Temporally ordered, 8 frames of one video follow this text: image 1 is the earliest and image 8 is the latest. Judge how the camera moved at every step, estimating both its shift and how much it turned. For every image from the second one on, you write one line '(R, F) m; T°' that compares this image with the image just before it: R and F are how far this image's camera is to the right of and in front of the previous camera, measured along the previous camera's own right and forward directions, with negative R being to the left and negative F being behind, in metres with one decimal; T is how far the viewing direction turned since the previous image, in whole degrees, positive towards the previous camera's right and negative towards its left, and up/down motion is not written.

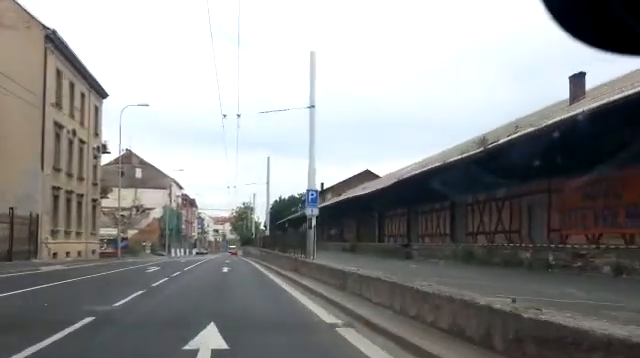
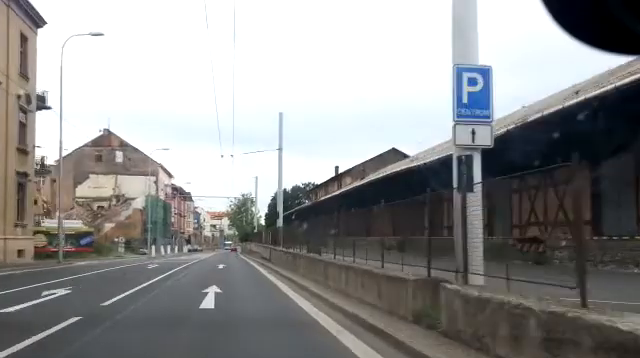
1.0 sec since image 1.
(+0.3, +13.9) m; +1°
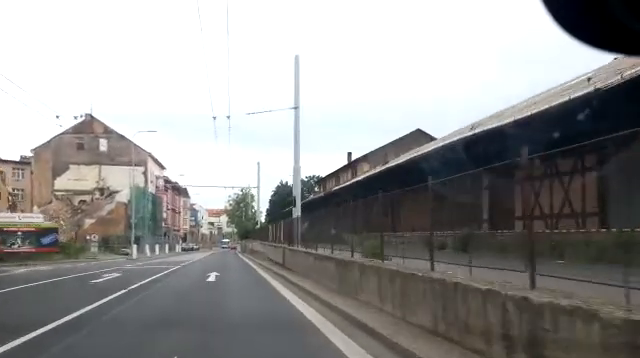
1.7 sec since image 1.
(+0.1, +9.0) m; -1°
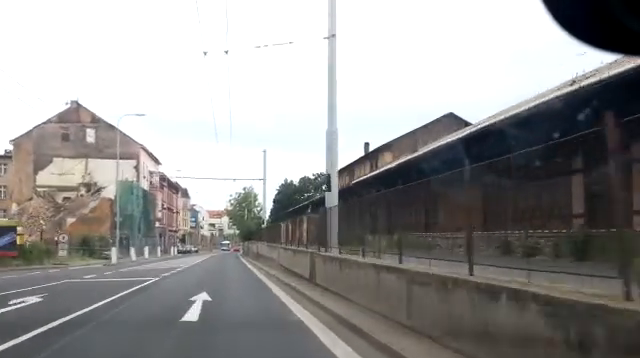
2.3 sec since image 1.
(-0.2, +7.7) m; 0°
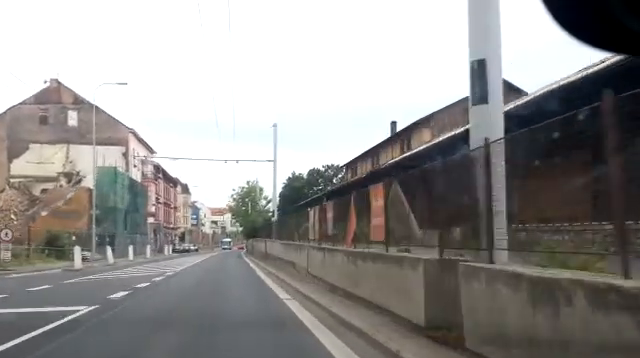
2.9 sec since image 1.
(0.0, +8.7) m; 0°
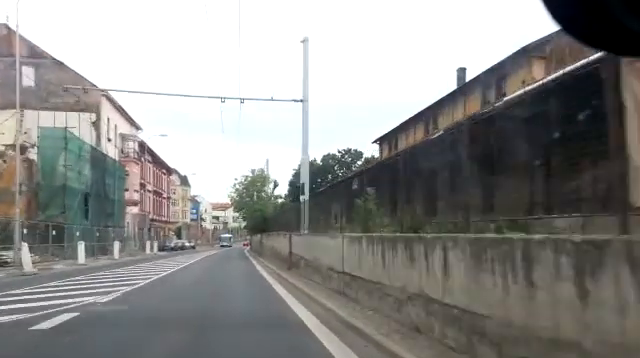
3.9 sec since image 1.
(+0.3, +13.5) m; 0°
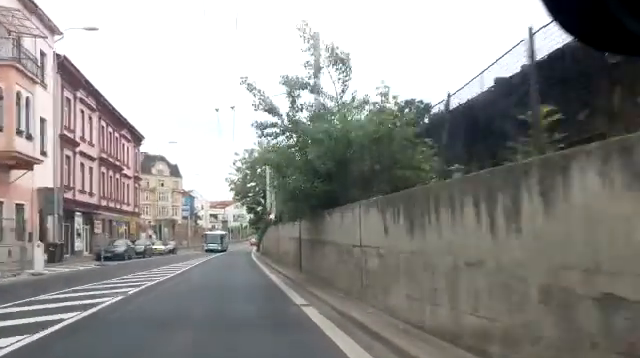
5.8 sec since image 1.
(-0.5, +28.8) m; -2°
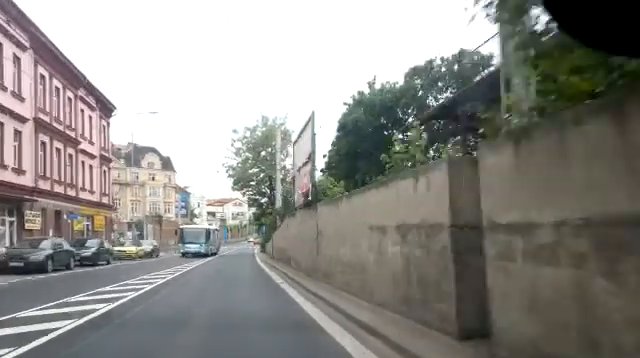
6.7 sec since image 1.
(-0.4, +13.6) m; 0°
